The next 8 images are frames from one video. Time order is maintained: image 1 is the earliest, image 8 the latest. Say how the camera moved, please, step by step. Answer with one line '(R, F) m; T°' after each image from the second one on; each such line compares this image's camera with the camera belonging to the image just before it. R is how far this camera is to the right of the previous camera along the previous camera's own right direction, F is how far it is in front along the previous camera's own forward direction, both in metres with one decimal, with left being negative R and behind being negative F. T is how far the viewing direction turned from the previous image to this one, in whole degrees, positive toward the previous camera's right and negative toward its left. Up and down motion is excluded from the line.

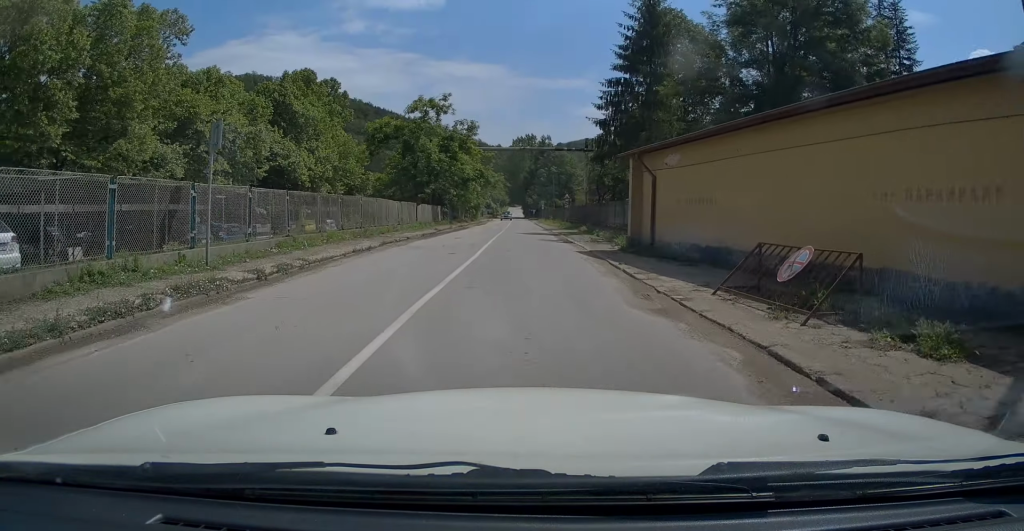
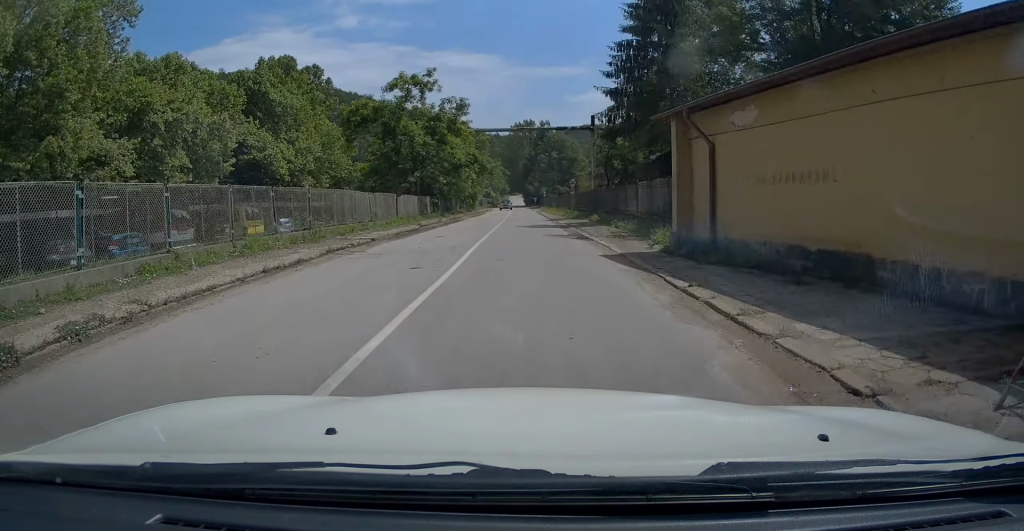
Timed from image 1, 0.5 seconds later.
(0.0, +6.0) m; +1°
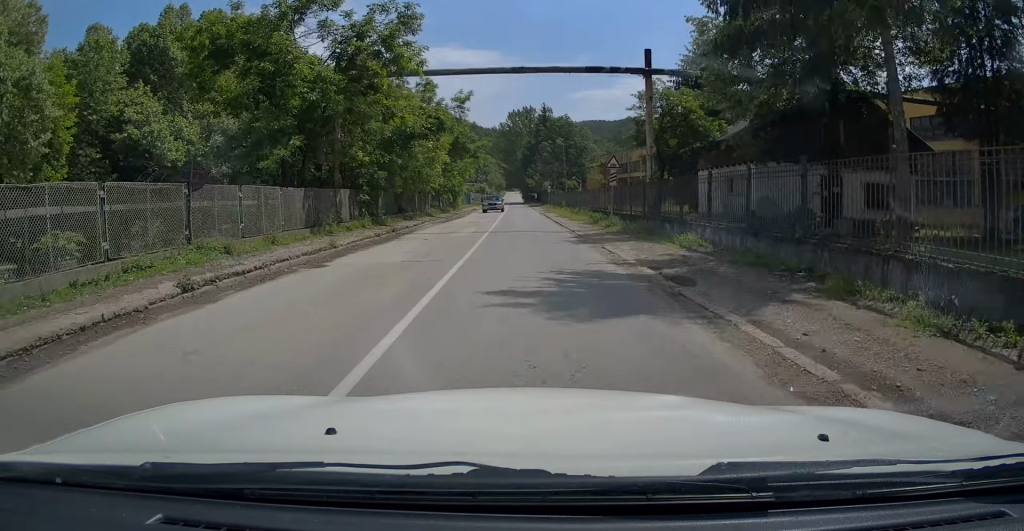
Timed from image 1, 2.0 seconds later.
(+0.1, +19.8) m; 0°
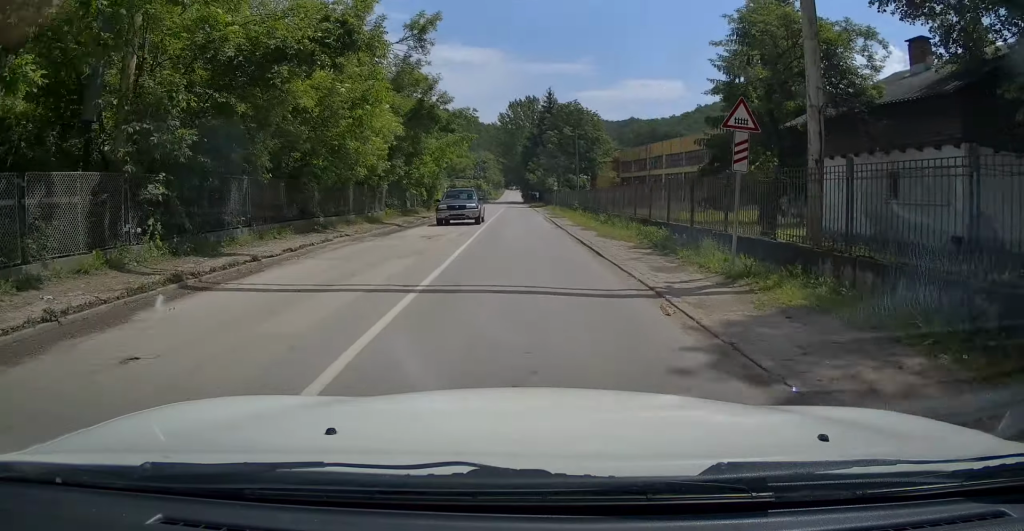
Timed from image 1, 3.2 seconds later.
(+0.2, +14.5) m; 0°
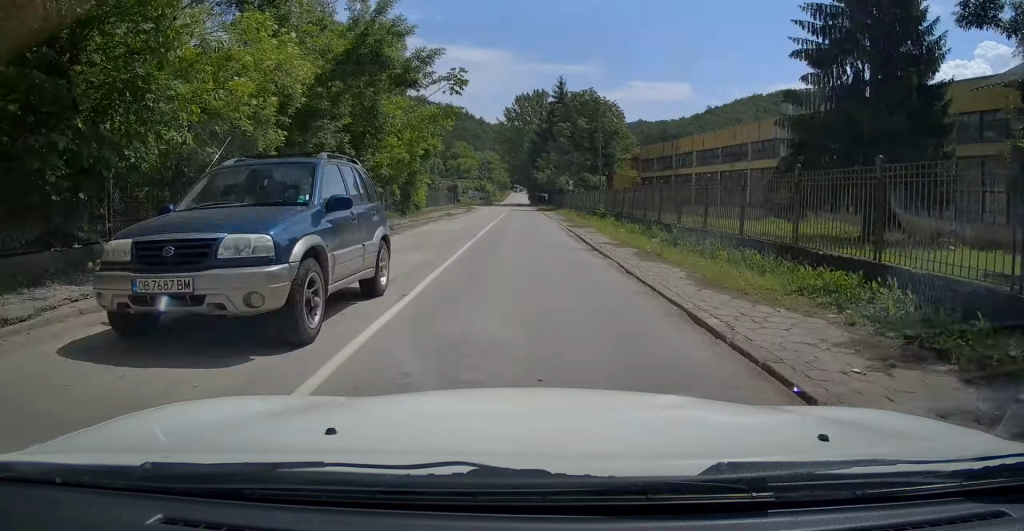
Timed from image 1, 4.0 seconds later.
(-0.2, +10.7) m; 0°
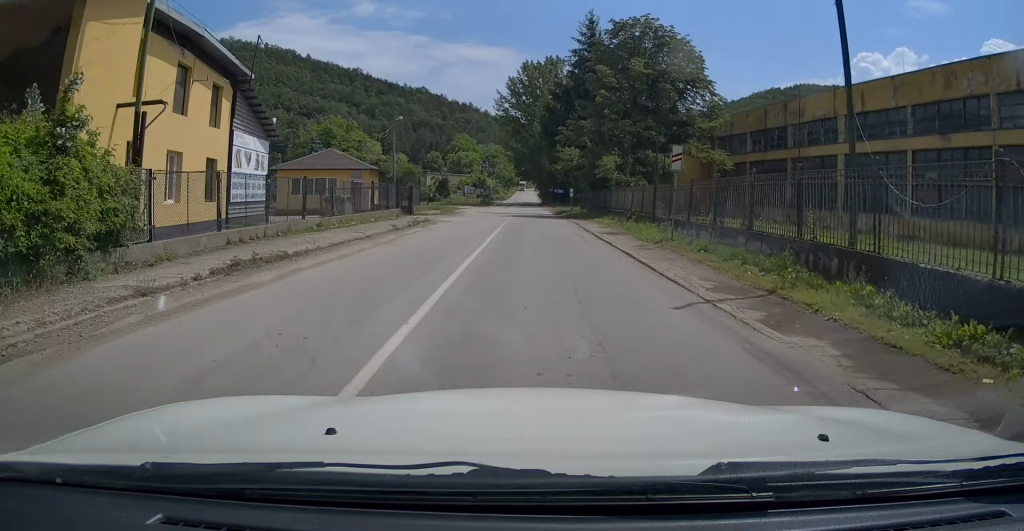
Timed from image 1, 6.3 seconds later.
(-0.1, +29.7) m; -2°
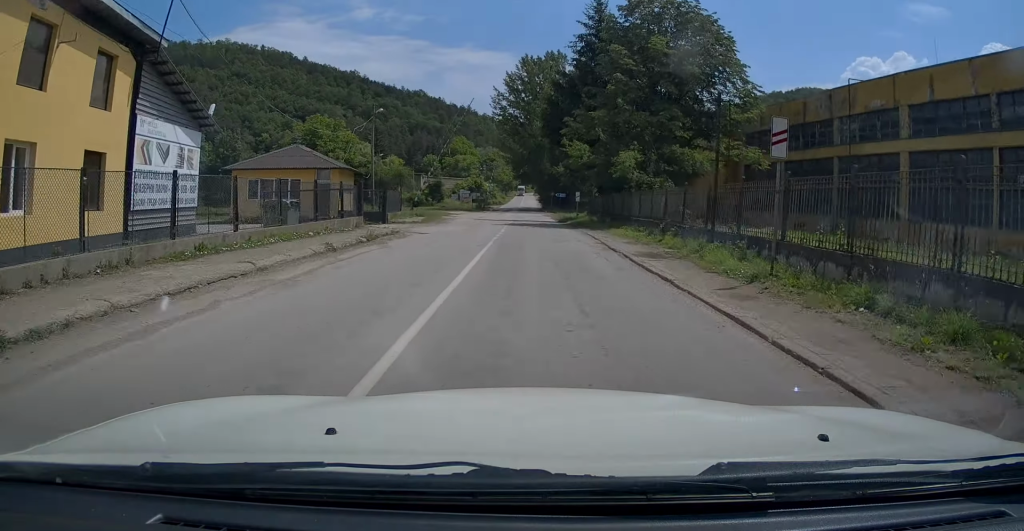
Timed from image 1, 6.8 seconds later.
(0.0, +6.9) m; +1°
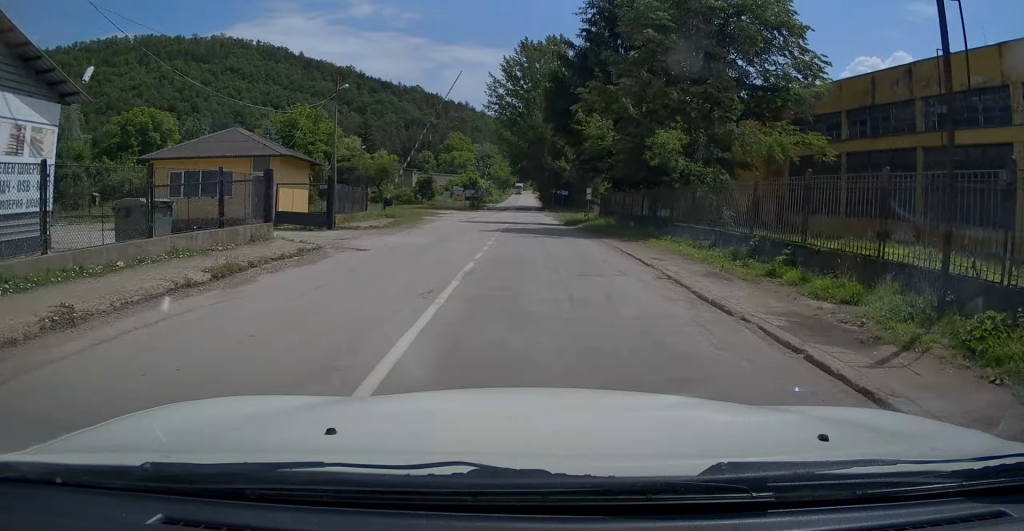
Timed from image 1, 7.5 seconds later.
(-0.1, +8.6) m; +1°
